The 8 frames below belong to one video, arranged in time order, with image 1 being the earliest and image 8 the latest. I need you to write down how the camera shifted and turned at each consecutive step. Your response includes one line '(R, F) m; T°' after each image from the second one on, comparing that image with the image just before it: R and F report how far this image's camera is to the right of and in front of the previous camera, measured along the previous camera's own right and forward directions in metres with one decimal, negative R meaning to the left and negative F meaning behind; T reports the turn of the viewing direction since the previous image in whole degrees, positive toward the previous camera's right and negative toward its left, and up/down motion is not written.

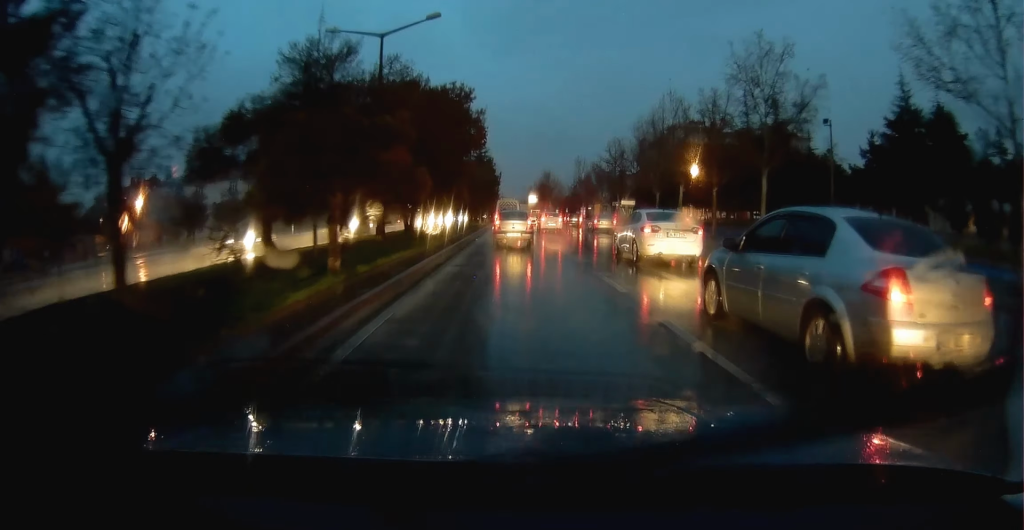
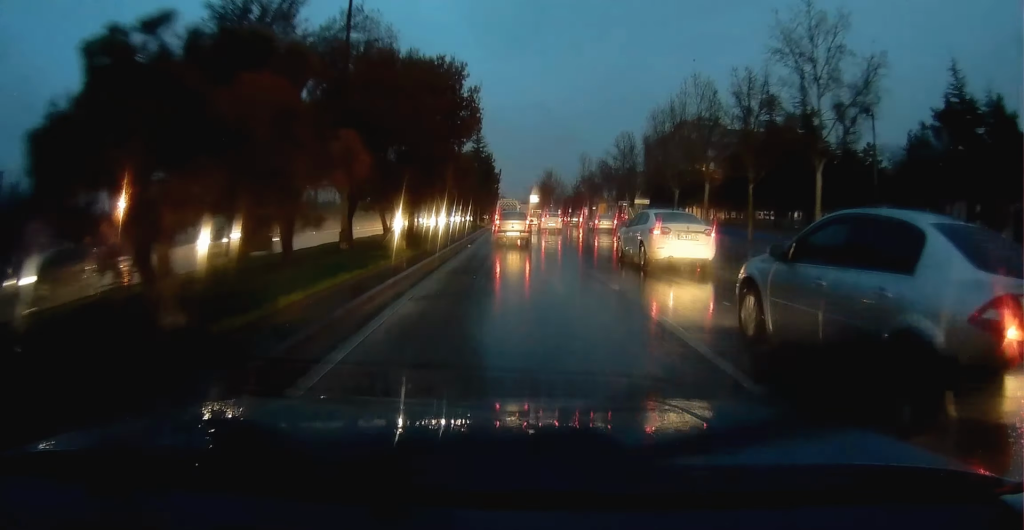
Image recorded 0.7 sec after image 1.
(-0.1, +5.2) m; 0°
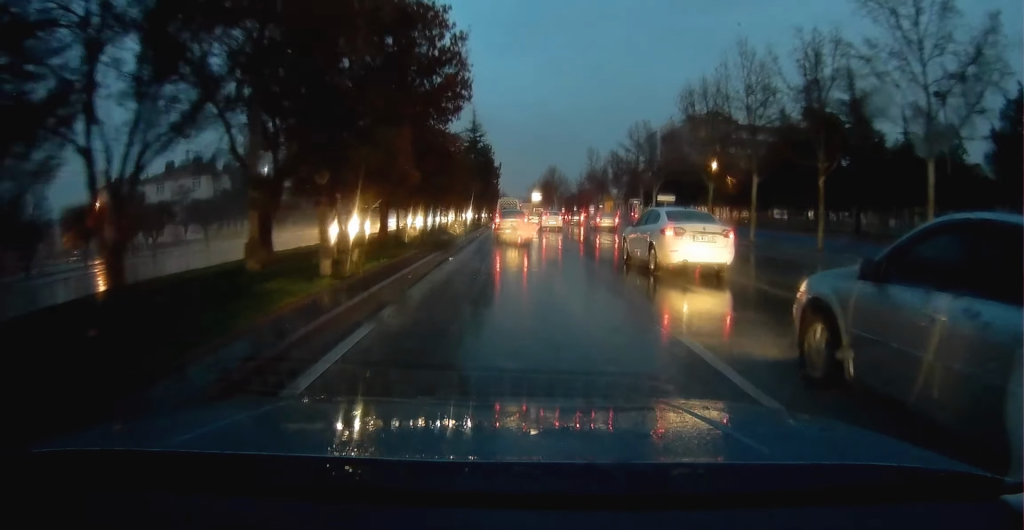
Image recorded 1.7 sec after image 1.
(+0.2, +7.2) m; +1°
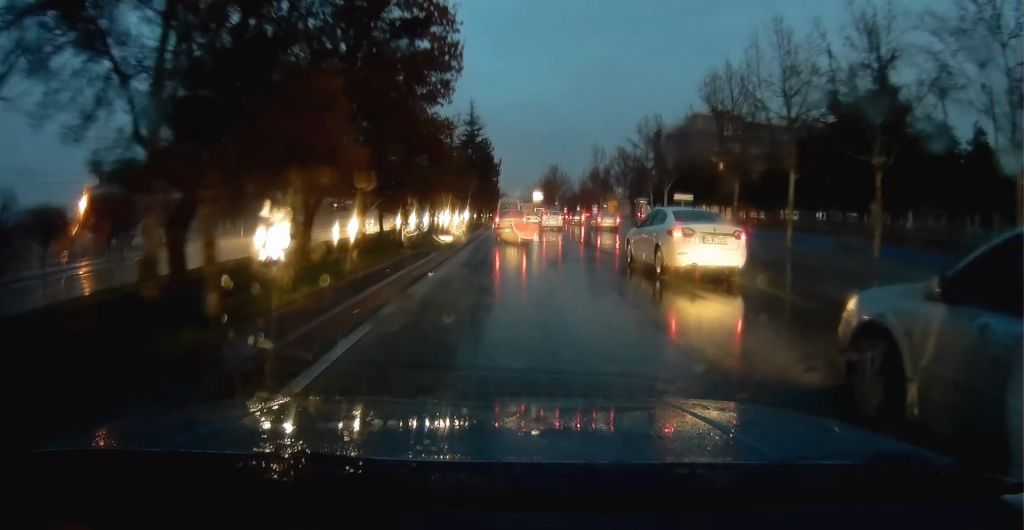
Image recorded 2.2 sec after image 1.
(0.0, +4.1) m; 0°
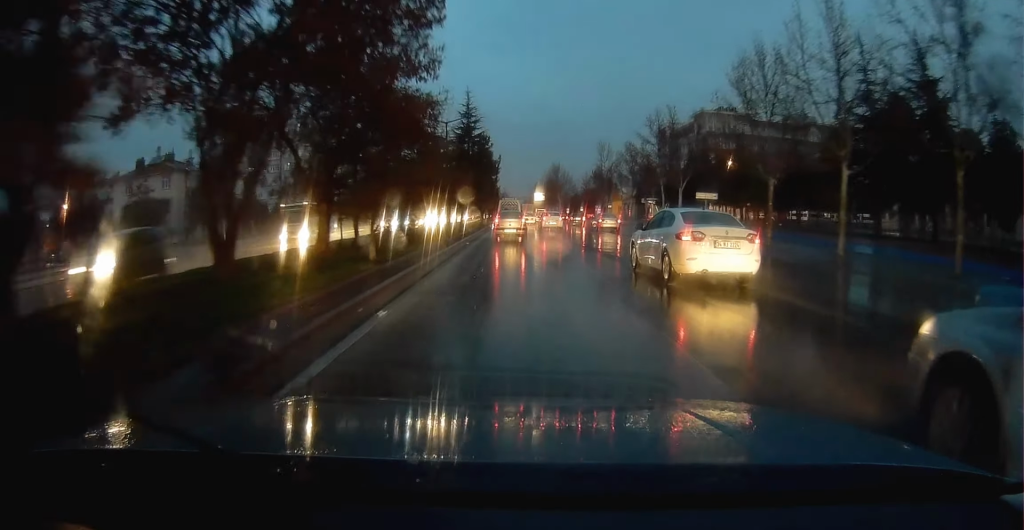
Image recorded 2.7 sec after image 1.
(0.0, +4.4) m; 0°
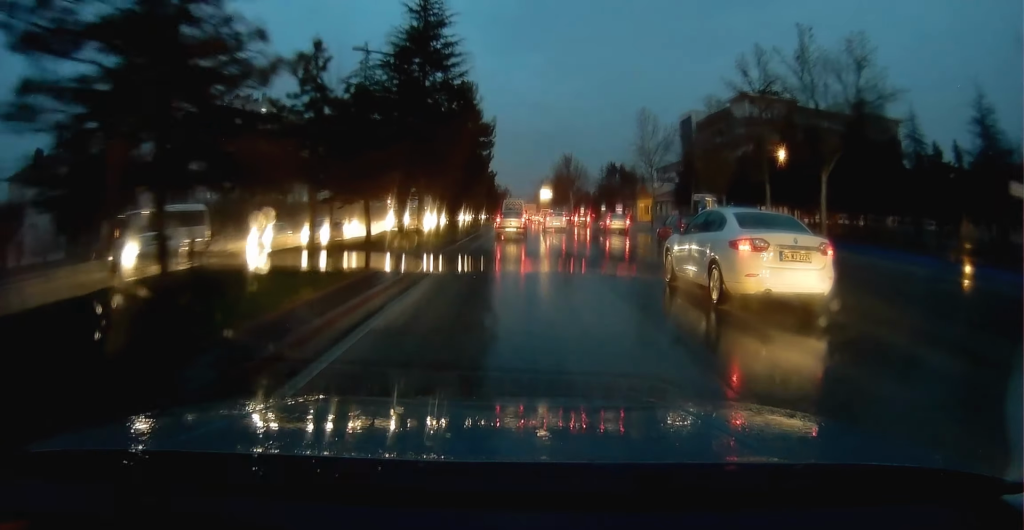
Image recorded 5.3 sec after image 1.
(-0.4, +23.0) m; -1°
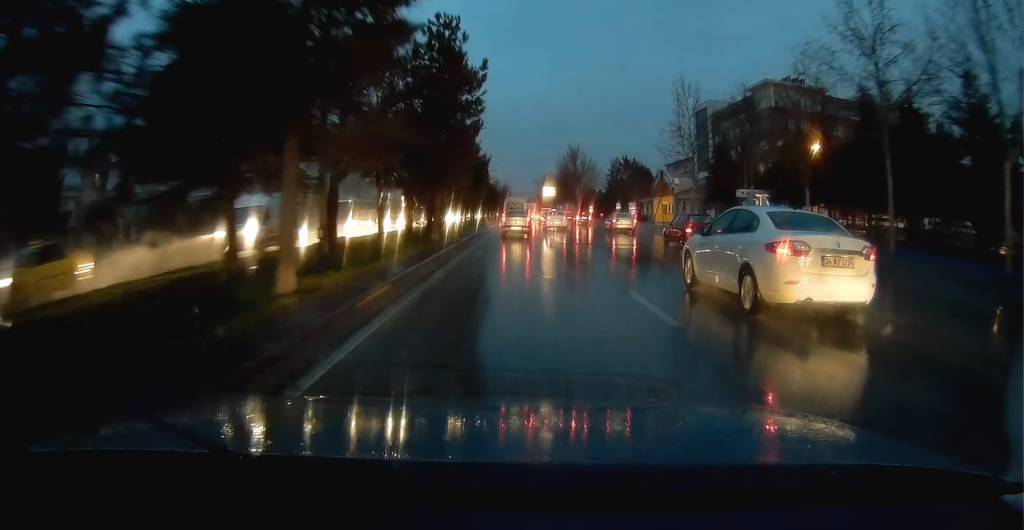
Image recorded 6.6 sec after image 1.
(0.0, +12.2) m; +1°
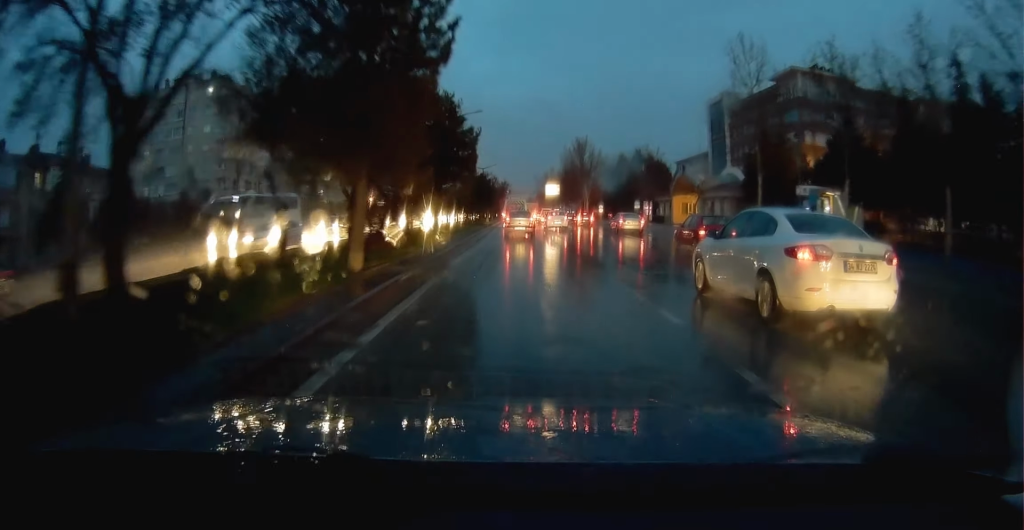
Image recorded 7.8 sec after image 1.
(+0.2, +11.3) m; -1°
